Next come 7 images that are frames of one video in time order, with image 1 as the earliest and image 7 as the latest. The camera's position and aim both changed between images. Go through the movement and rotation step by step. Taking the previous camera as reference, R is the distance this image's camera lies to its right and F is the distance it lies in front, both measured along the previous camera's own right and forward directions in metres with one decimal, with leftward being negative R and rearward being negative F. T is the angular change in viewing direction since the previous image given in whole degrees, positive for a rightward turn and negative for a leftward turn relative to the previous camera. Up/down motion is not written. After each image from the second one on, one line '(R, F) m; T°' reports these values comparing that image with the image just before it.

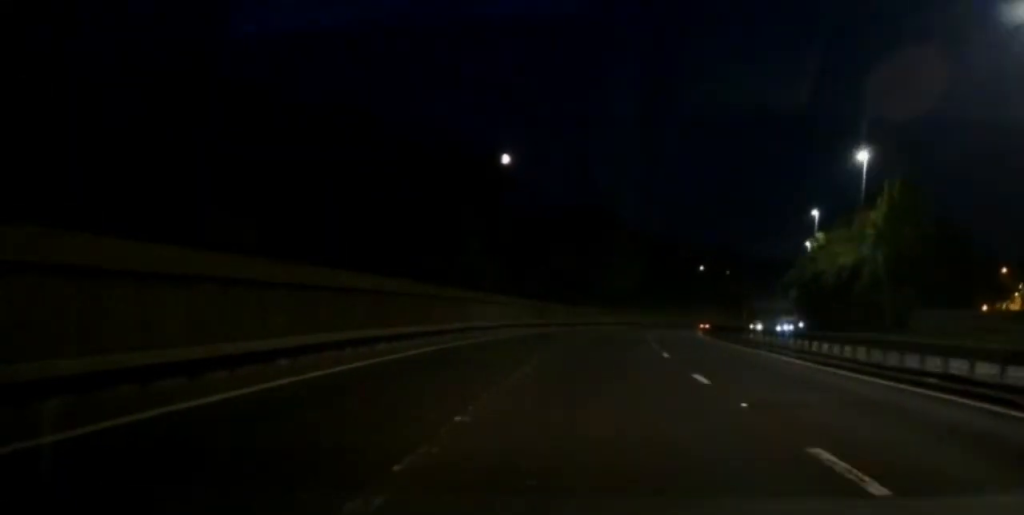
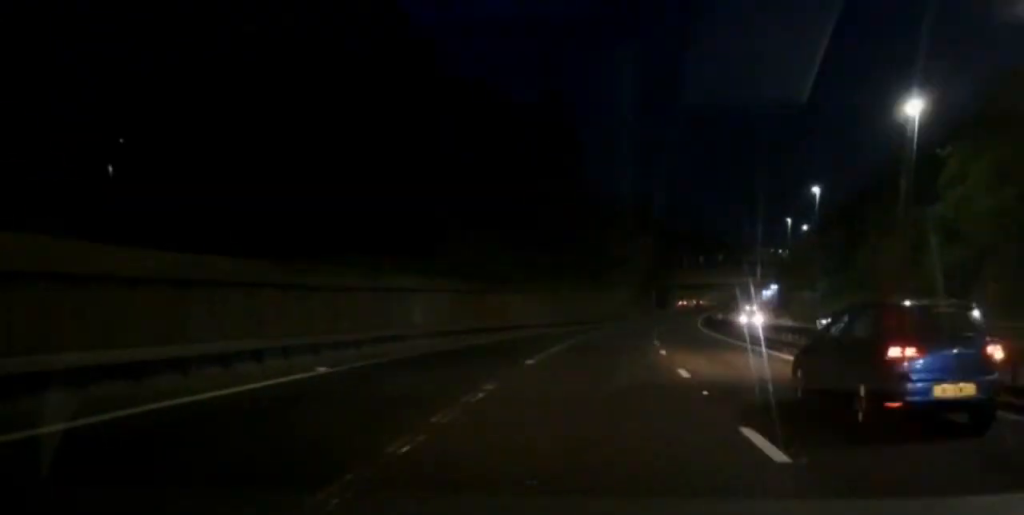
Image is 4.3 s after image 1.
(-0.7, +89.7) m; +6°
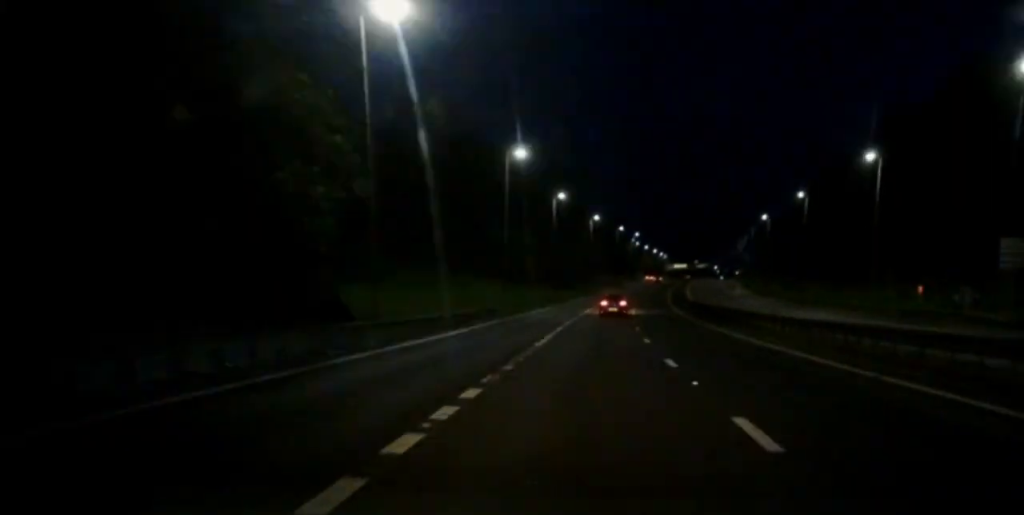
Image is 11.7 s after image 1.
(+18.2, +160.4) m; +10°
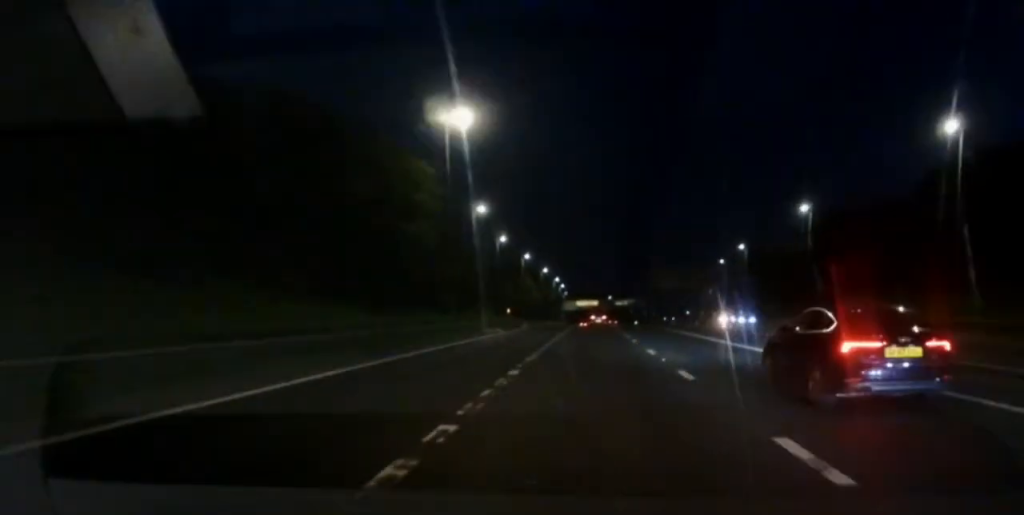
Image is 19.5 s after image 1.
(+11.8, +167.6) m; +6°
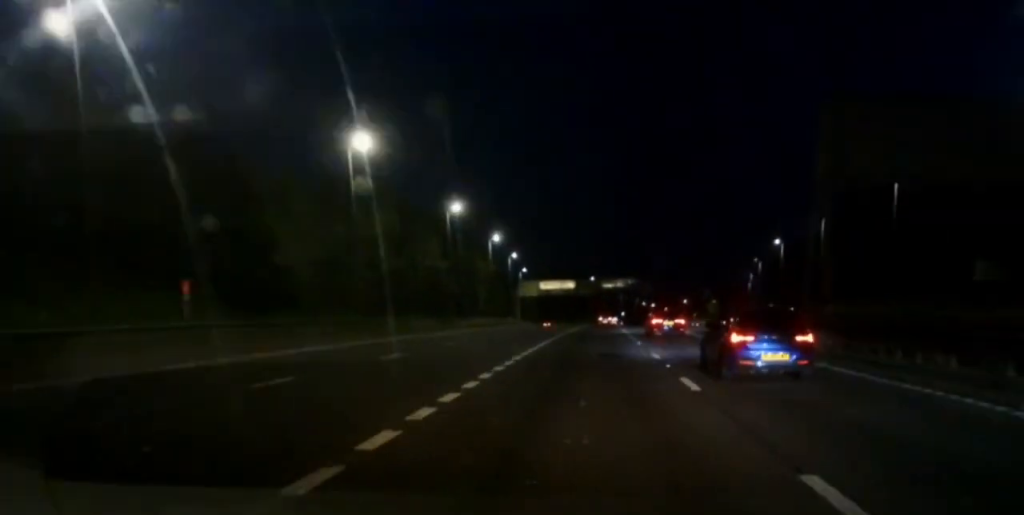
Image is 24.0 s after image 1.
(+3.3, +94.7) m; +3°
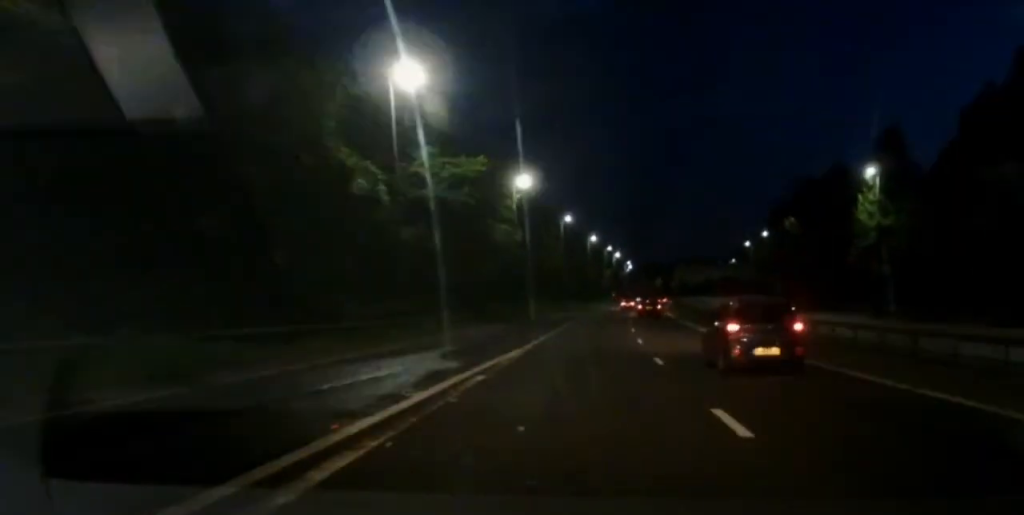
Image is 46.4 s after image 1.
(+89.2, +461.9) m; +23°
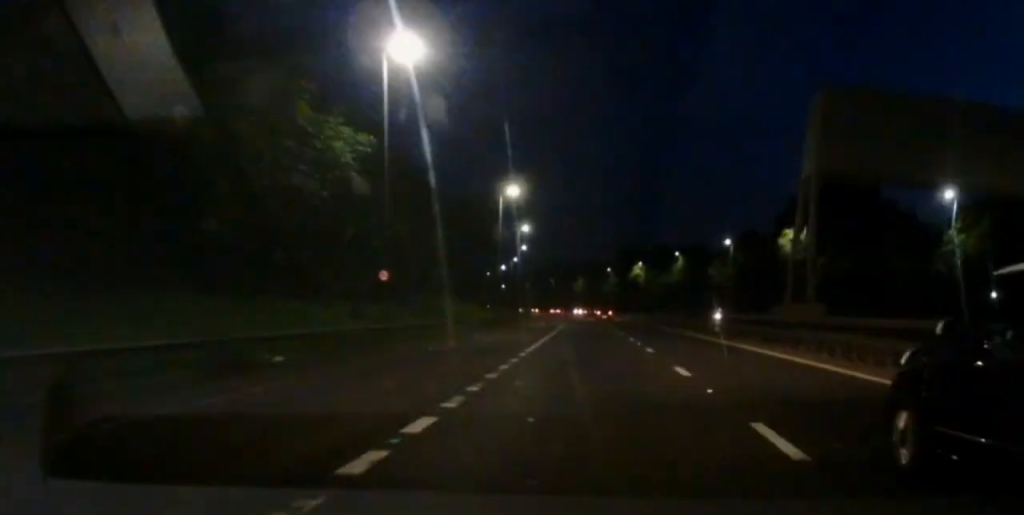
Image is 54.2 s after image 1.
(+8.8, +157.1) m; +1°
